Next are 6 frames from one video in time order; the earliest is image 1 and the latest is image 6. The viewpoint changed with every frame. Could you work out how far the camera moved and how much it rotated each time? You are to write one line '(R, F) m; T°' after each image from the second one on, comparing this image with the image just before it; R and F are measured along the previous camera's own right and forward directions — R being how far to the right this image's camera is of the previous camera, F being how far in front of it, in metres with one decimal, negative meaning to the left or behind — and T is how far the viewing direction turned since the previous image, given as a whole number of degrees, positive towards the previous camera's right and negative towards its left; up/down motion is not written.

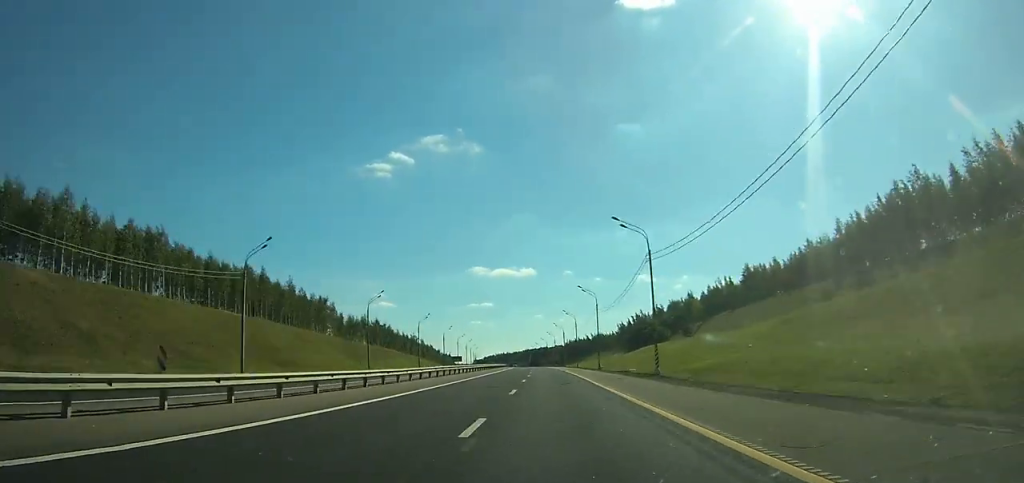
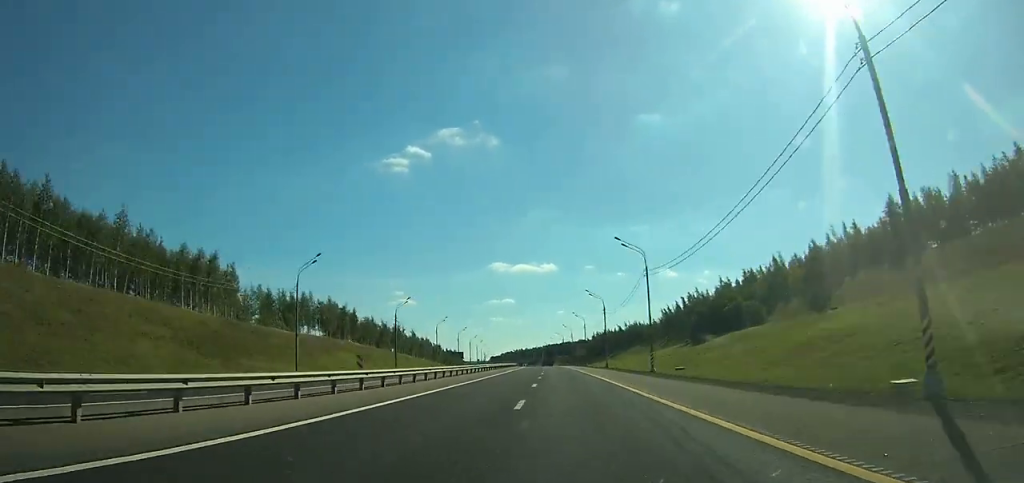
(-0.8, +64.7) m; -1°
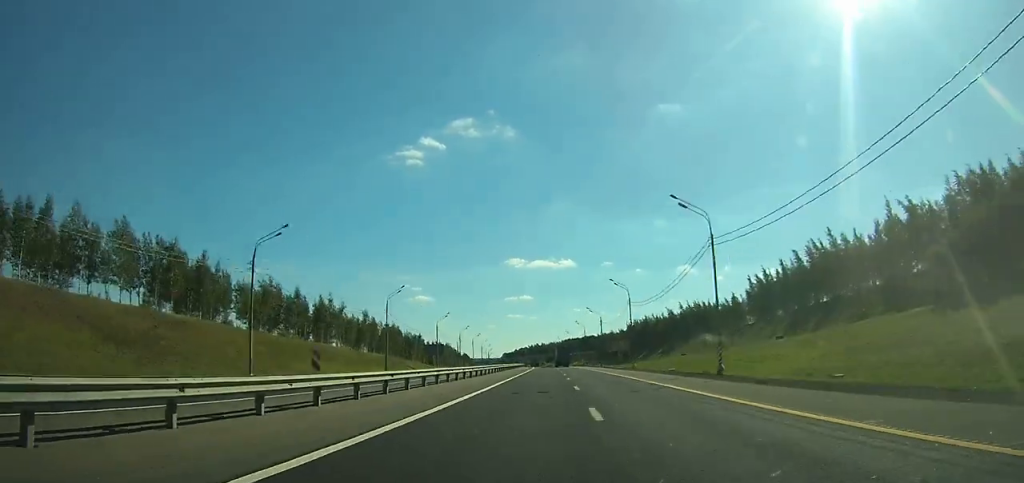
(-1.3, +84.6) m; -1°
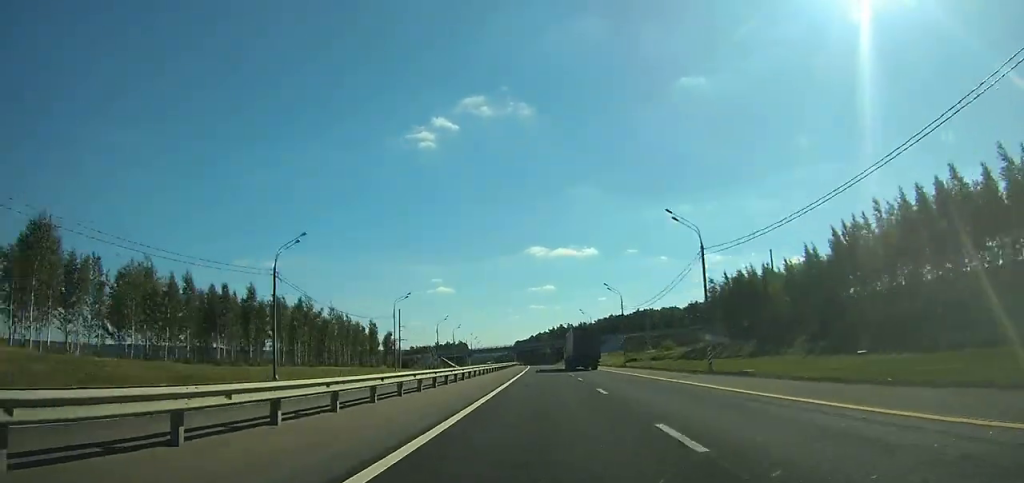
(-4.6, +186.4) m; -3°
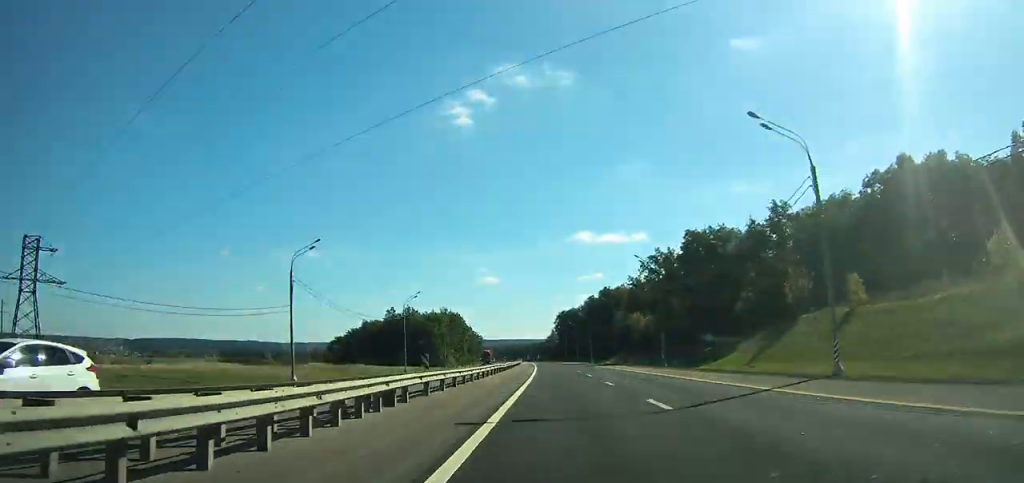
(-9.7, +243.7) m; -4°
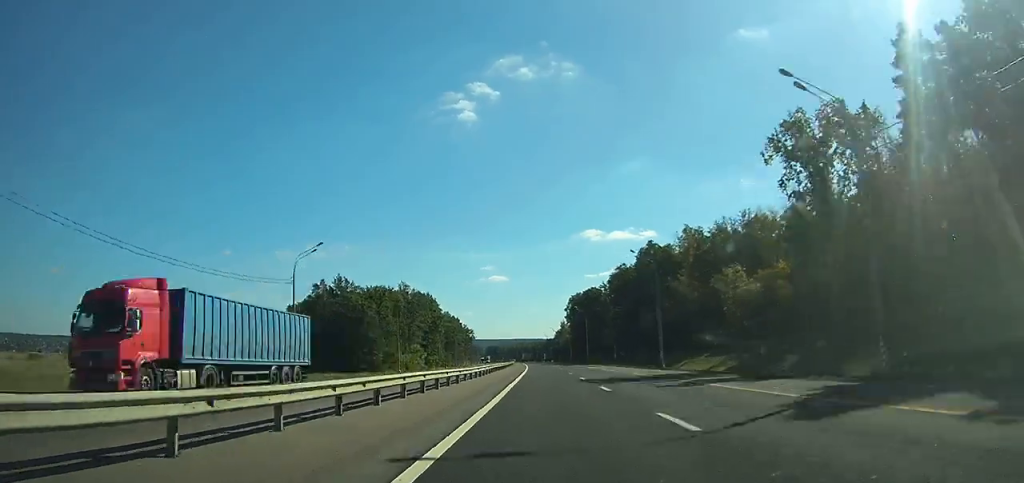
(-0.8, +75.9) m; -1°
